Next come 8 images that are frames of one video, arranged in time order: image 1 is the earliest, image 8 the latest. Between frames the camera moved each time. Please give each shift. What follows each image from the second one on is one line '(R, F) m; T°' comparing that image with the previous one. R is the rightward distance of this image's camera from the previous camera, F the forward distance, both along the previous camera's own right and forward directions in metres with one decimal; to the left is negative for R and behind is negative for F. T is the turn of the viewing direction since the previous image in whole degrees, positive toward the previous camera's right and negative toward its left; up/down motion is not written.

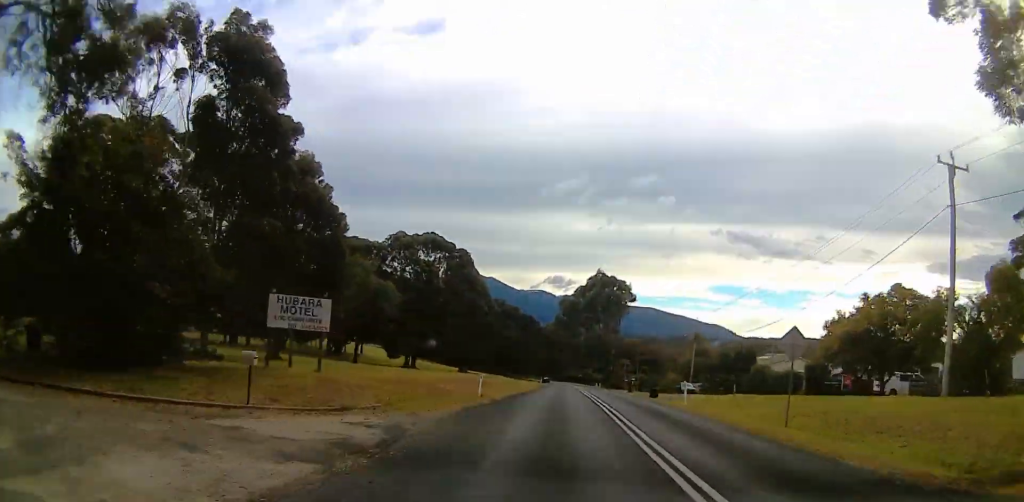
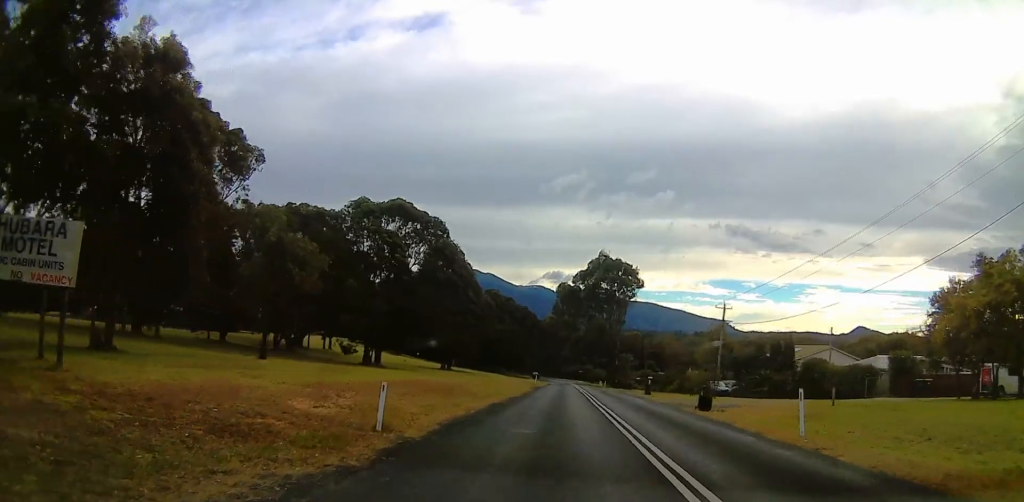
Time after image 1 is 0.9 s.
(-0.2, +14.4) m; 0°
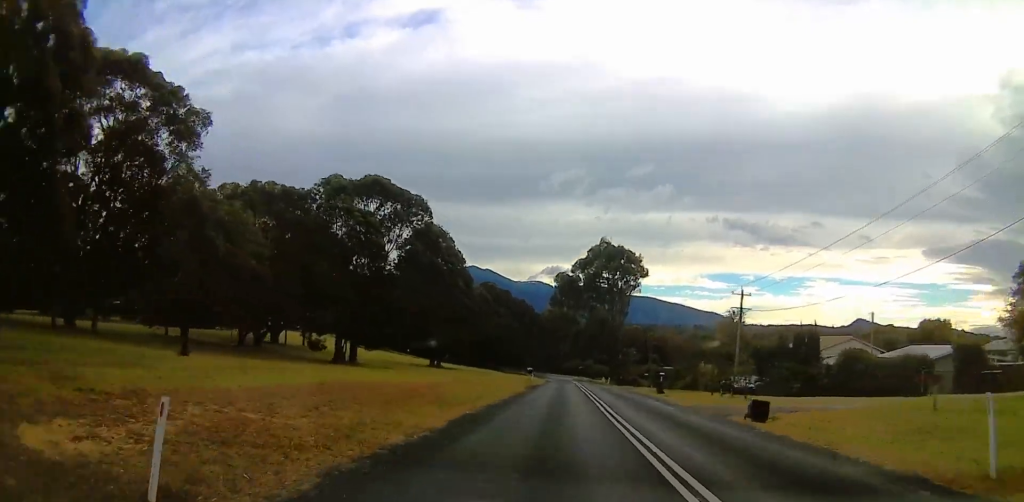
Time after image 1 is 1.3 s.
(-0.5, +7.2) m; 0°
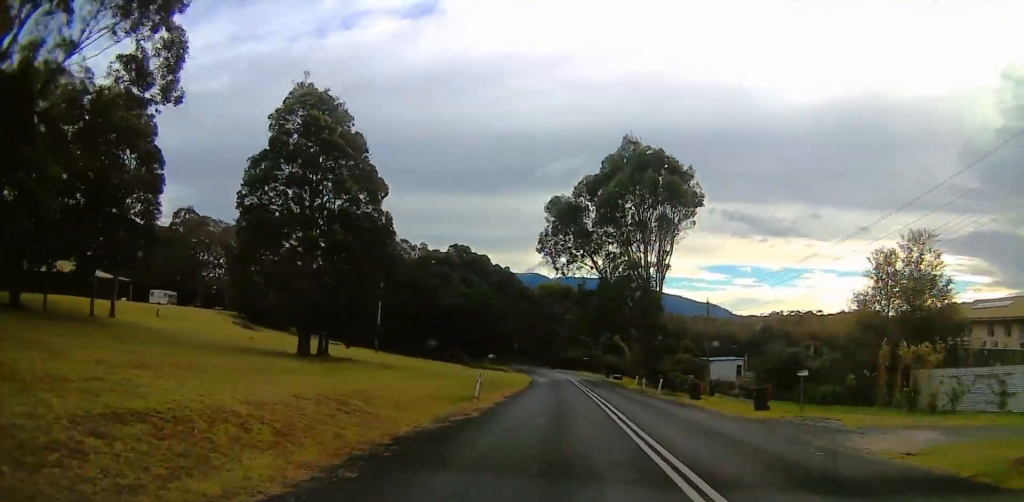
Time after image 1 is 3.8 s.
(+1.7, +40.7) m; 0°
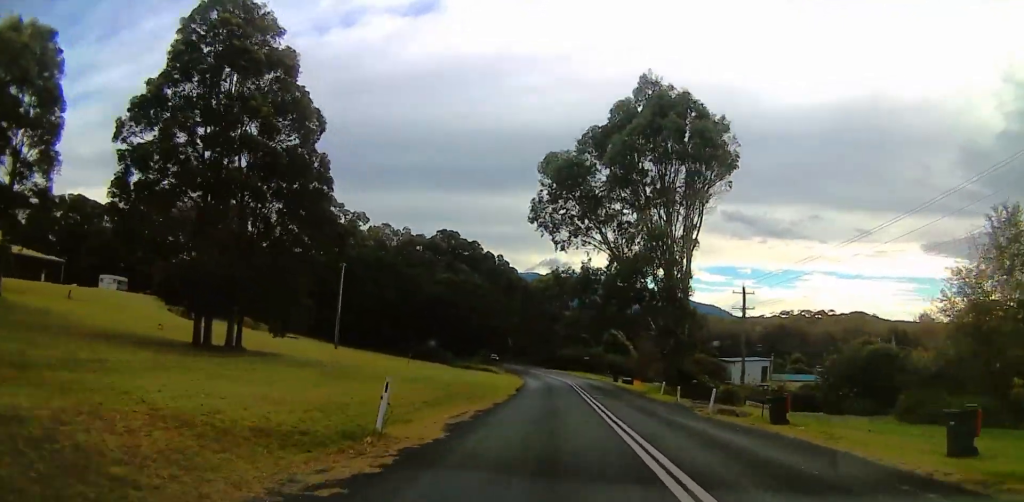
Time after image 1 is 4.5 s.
(-0.5, +12.7) m; 0°
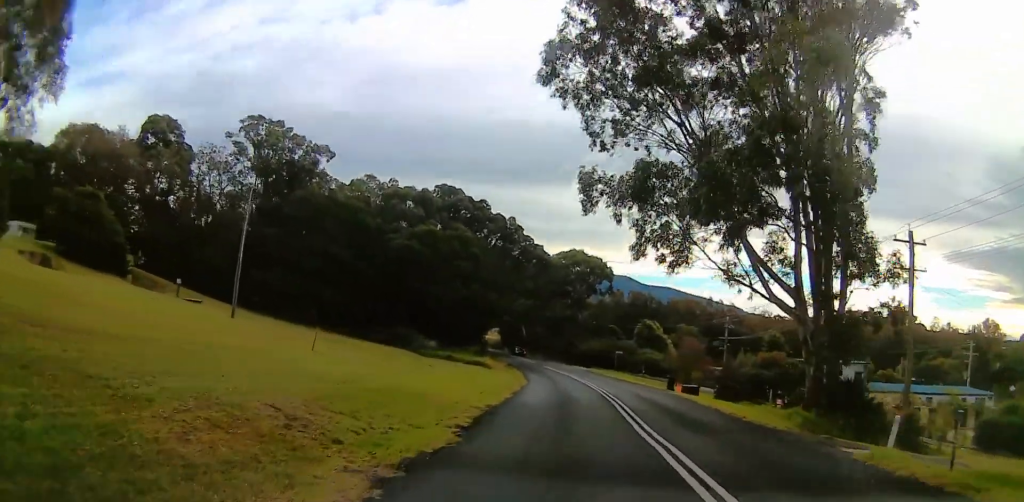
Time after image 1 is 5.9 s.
(+0.3, +22.8) m; 0°
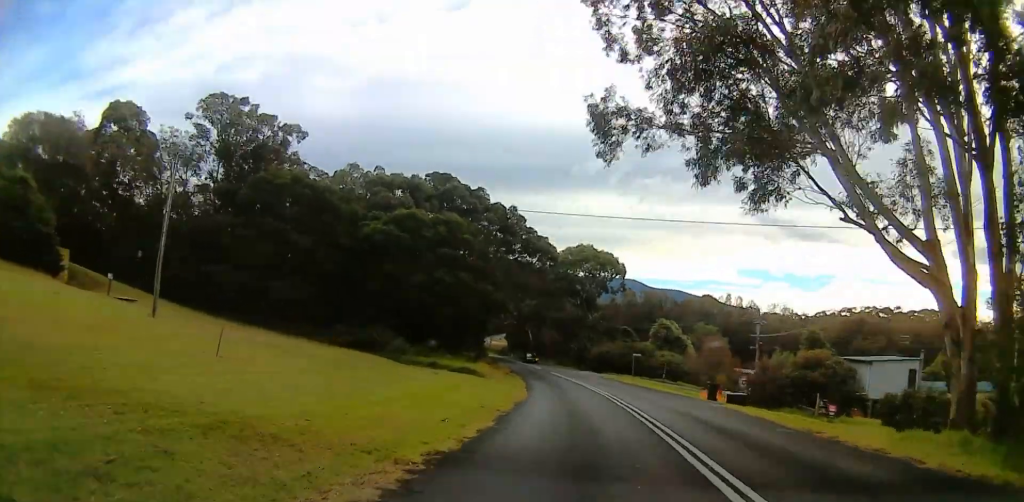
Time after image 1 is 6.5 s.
(-0.4, +9.0) m; 0°
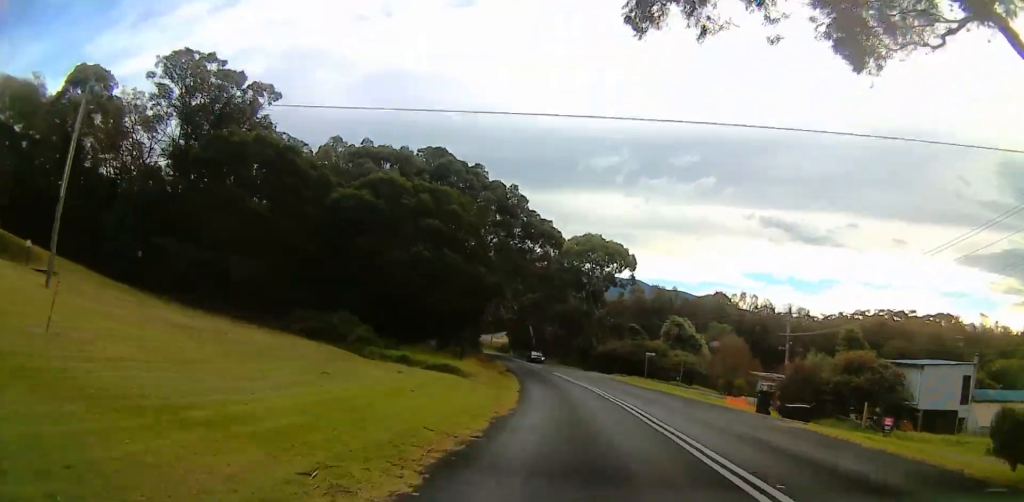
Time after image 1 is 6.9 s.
(+0.5, +8.0) m; 0°
